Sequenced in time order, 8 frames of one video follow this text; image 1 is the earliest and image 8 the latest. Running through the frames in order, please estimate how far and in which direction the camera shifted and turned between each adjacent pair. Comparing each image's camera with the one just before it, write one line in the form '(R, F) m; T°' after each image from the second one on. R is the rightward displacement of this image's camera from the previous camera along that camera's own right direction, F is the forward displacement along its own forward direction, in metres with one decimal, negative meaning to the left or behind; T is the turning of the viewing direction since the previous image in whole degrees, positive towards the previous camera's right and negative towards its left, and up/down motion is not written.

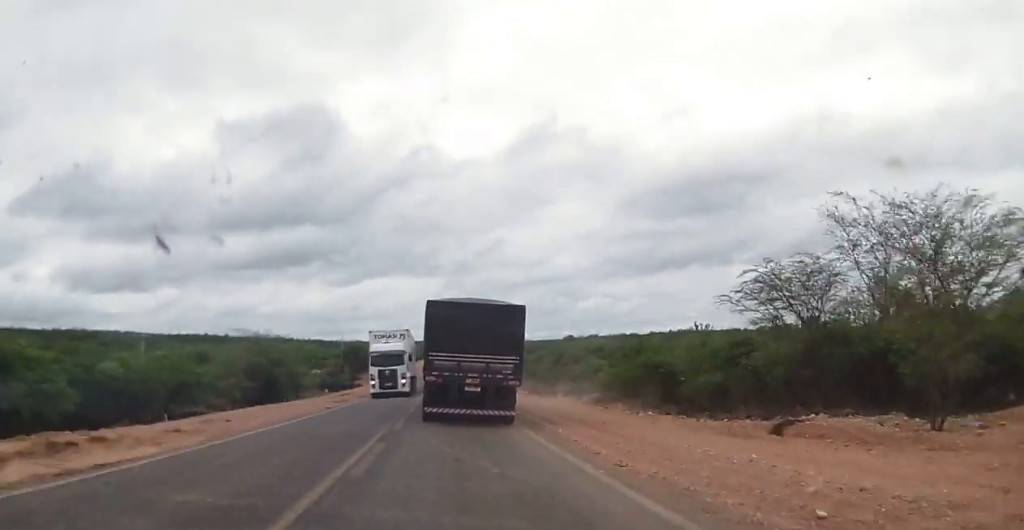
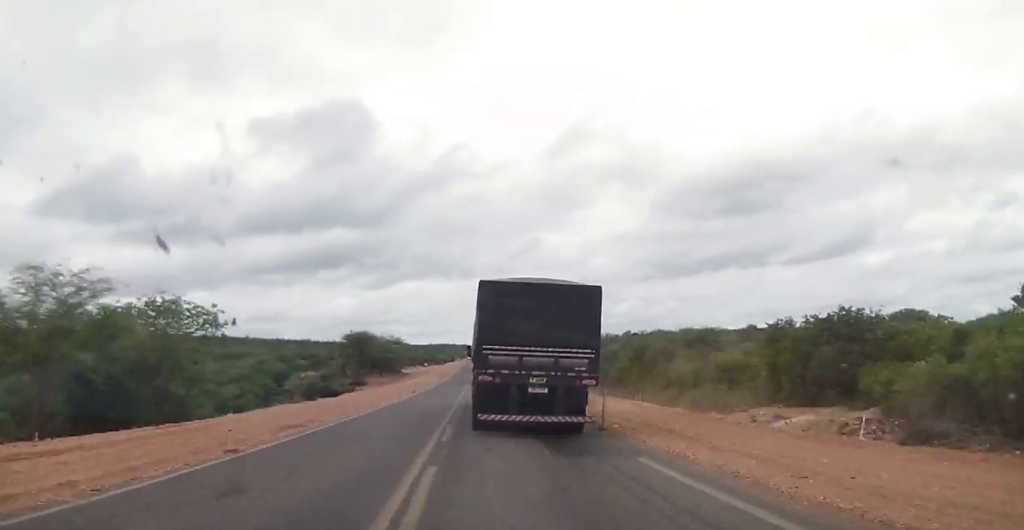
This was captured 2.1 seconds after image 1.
(-1.1, +51.0) m; -2°
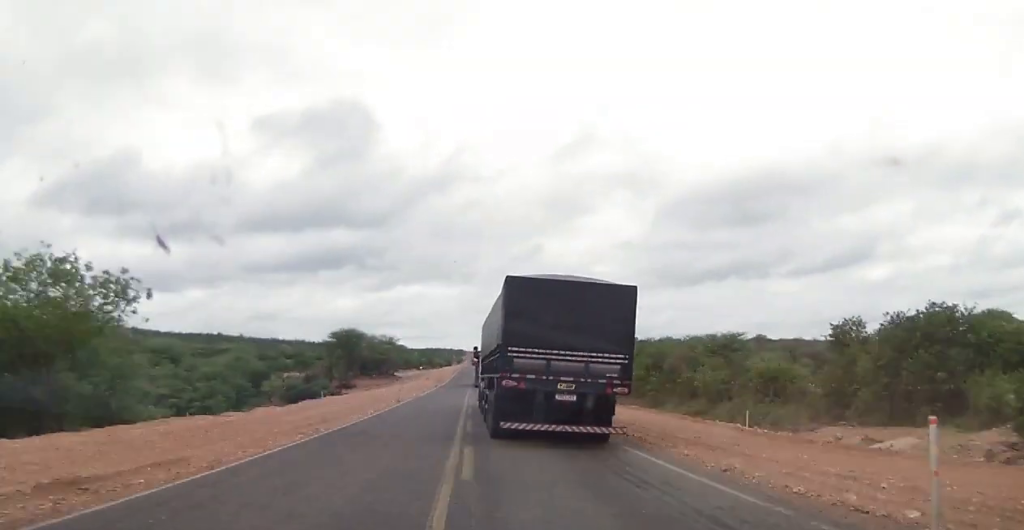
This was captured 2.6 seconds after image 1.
(0.0, +12.8) m; -1°
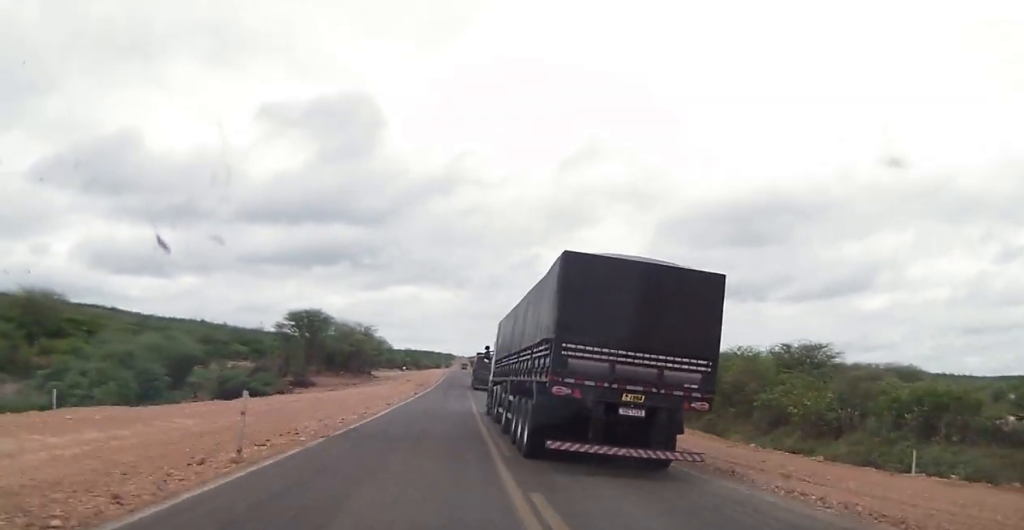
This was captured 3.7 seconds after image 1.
(-0.4, +28.6) m; 0°
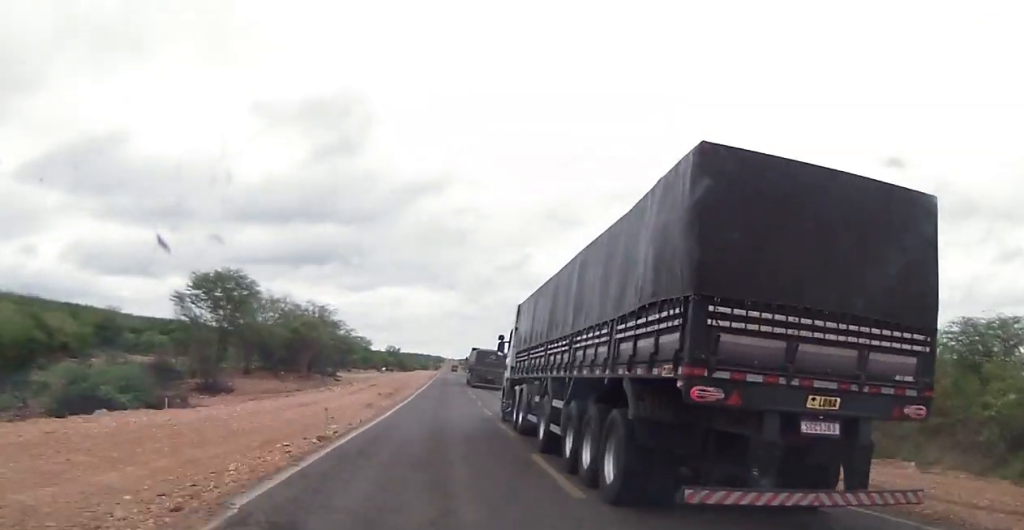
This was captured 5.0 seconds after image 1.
(+0.6, +34.8) m; +1°
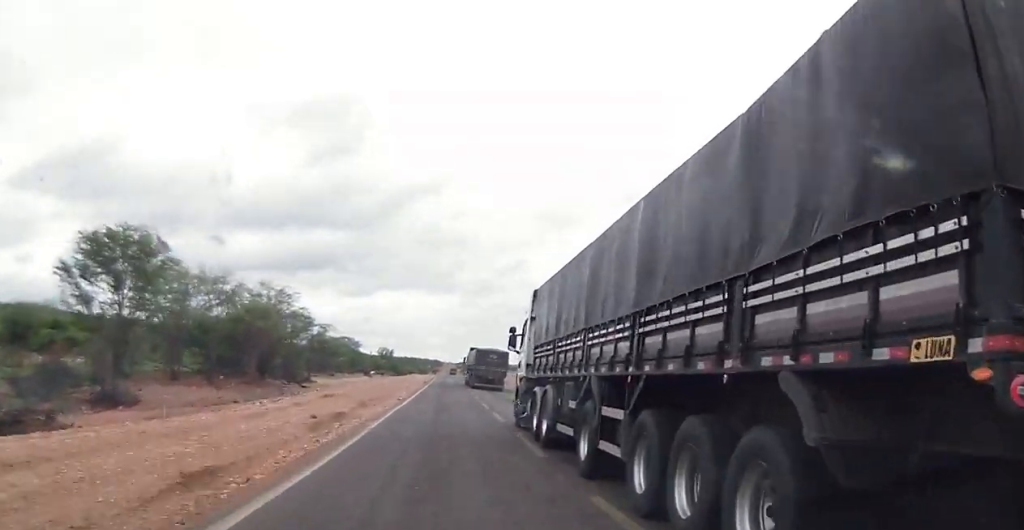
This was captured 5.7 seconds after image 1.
(-0.1, +20.2) m; 0°
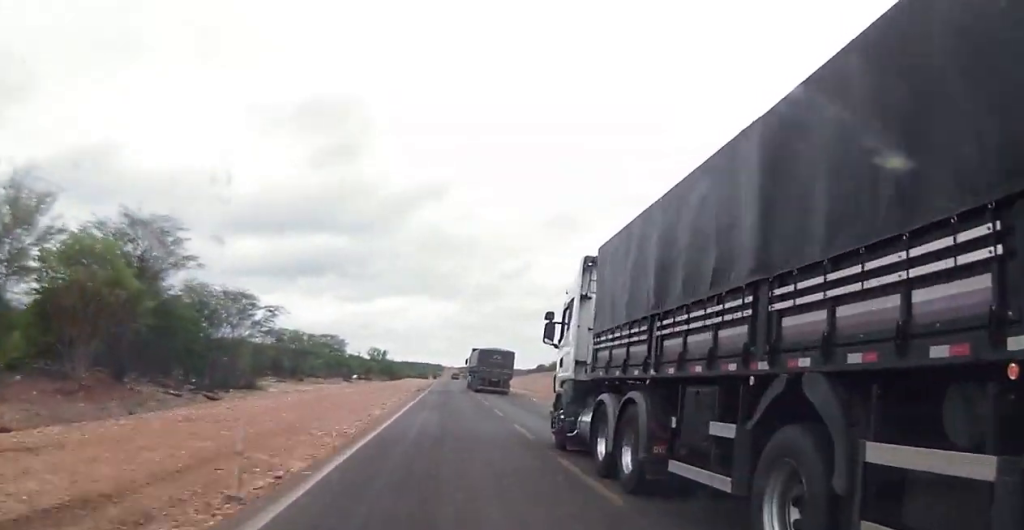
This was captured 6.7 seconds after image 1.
(0.0, +28.1) m; 0°
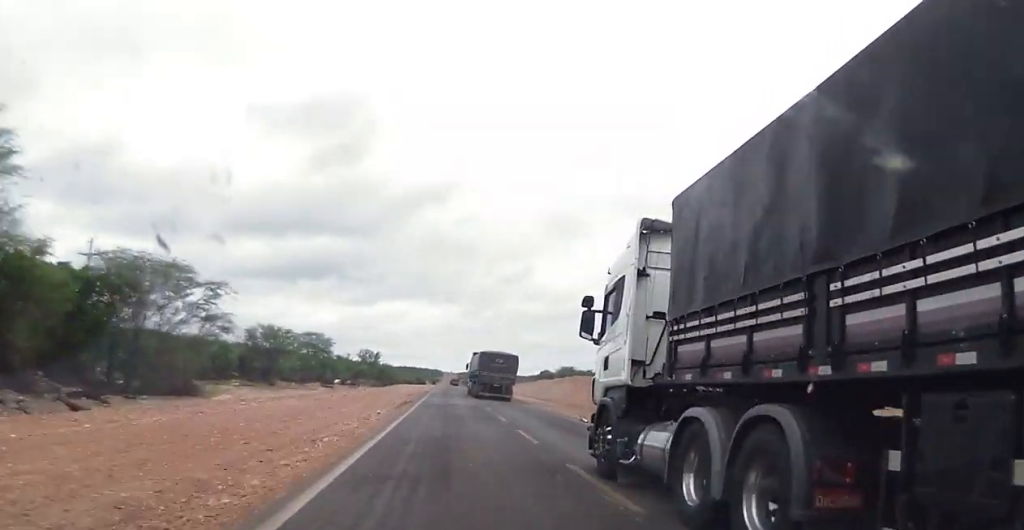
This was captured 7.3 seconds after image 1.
(+0.1, +16.1) m; +1°
